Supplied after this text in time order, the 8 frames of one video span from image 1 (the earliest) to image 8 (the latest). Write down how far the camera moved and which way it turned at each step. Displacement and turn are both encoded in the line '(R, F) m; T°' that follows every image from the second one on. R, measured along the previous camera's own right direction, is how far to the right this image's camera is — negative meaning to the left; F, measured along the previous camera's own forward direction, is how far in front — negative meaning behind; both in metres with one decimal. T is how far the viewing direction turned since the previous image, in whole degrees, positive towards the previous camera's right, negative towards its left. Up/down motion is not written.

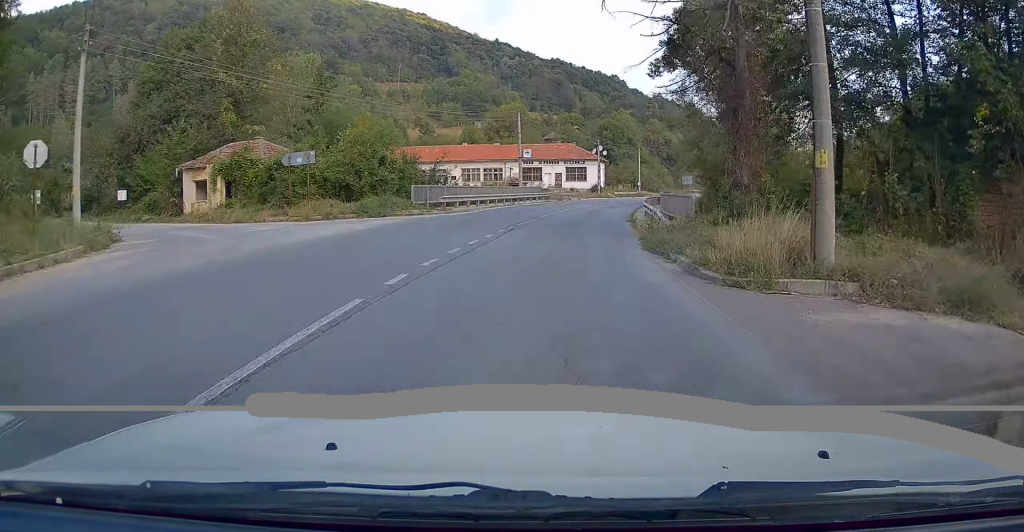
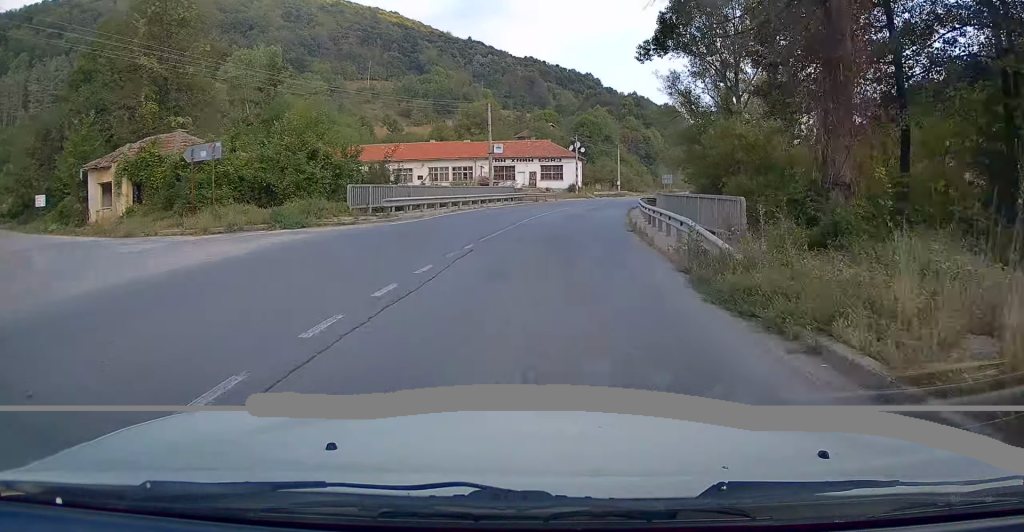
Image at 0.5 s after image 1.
(+0.1, +6.8) m; +2°
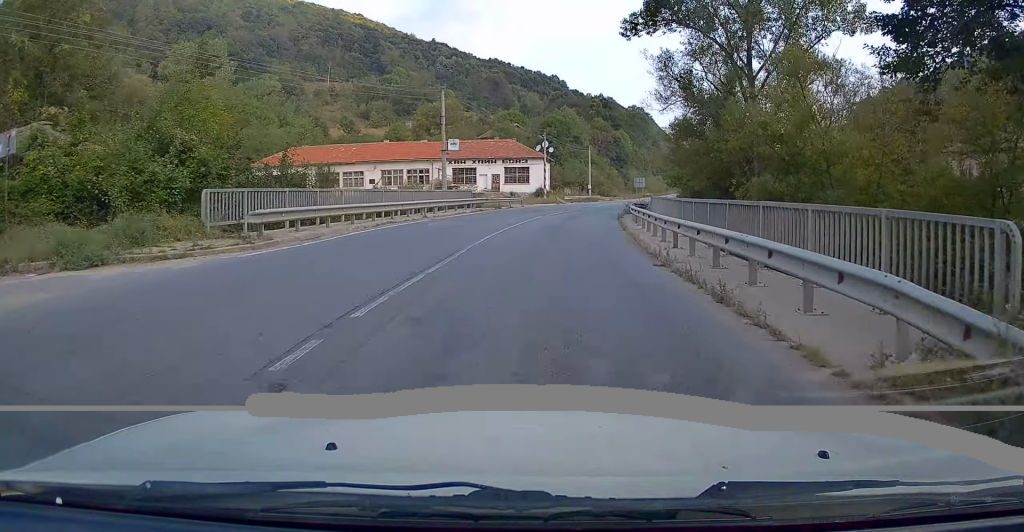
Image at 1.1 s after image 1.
(0.0, +8.6) m; +3°
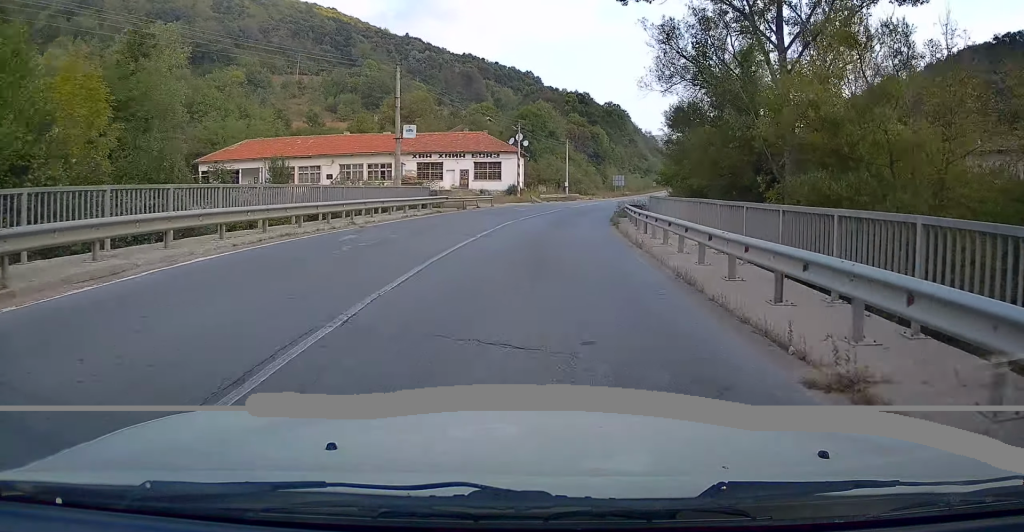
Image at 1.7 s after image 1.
(+0.4, +7.2) m; +3°
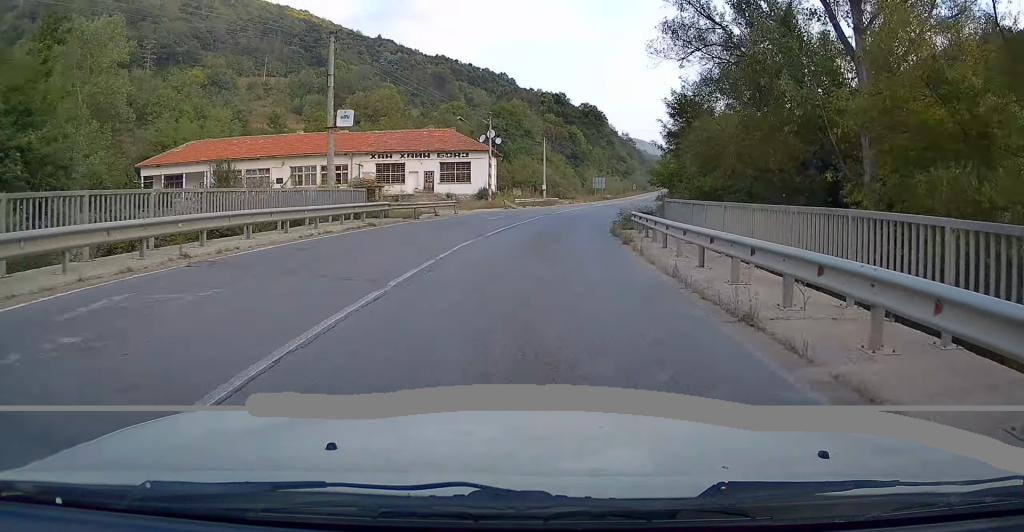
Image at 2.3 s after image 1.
(+0.2, +8.2) m; +4°
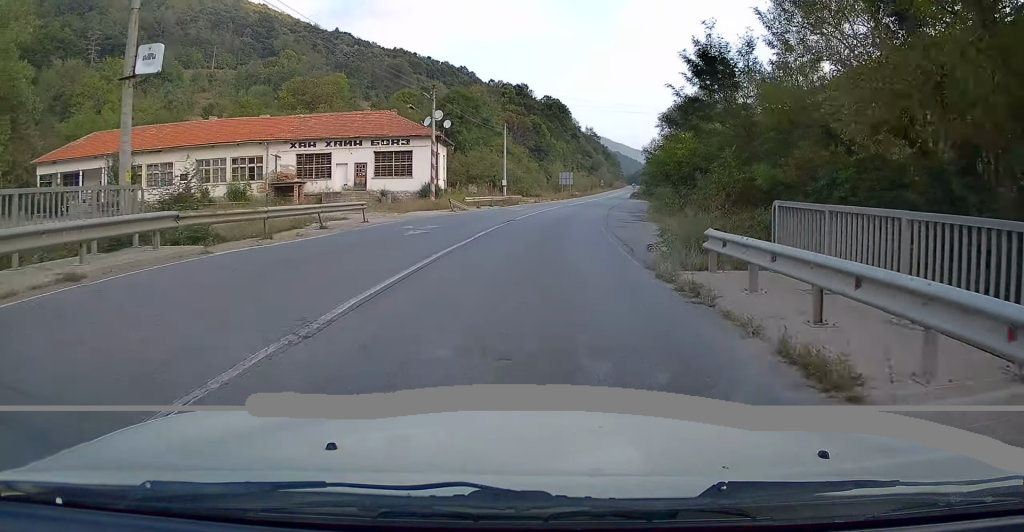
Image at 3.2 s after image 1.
(+0.6, +12.7) m; +5°
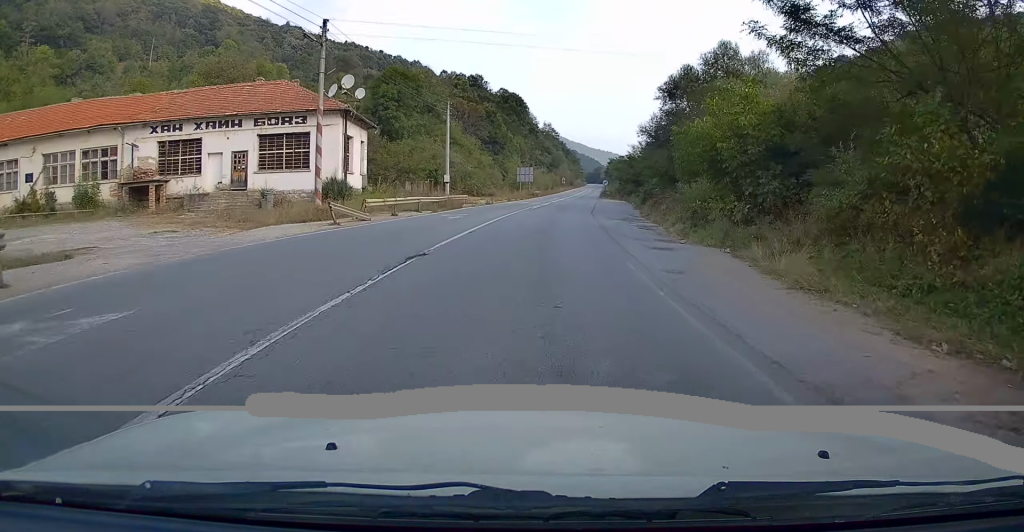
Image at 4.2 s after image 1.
(+0.7, +15.1) m; +5°
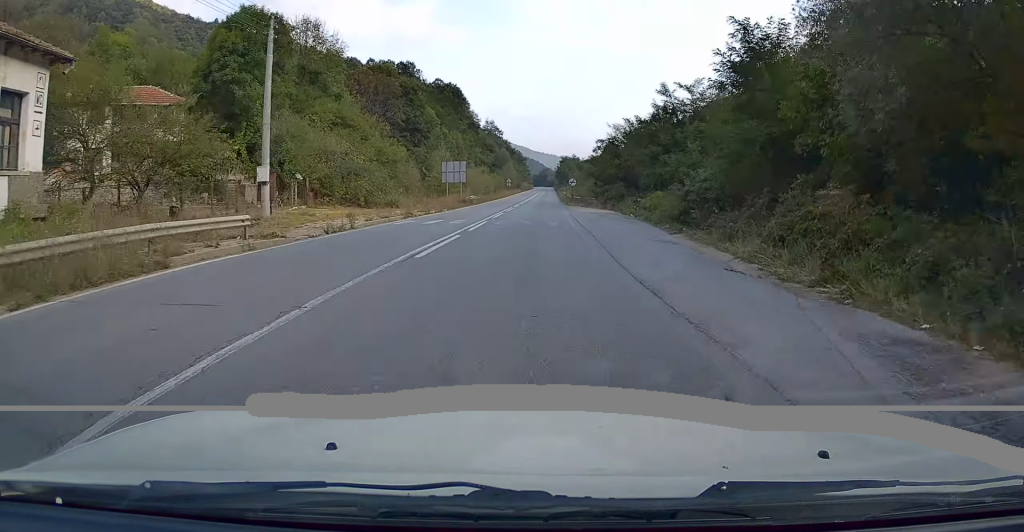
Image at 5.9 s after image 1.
(+1.8, +26.9) m; +5°
